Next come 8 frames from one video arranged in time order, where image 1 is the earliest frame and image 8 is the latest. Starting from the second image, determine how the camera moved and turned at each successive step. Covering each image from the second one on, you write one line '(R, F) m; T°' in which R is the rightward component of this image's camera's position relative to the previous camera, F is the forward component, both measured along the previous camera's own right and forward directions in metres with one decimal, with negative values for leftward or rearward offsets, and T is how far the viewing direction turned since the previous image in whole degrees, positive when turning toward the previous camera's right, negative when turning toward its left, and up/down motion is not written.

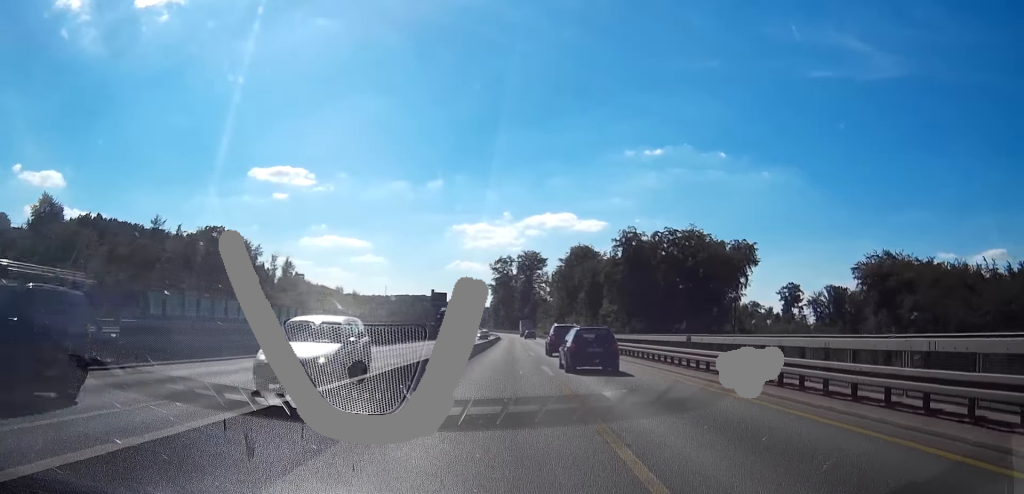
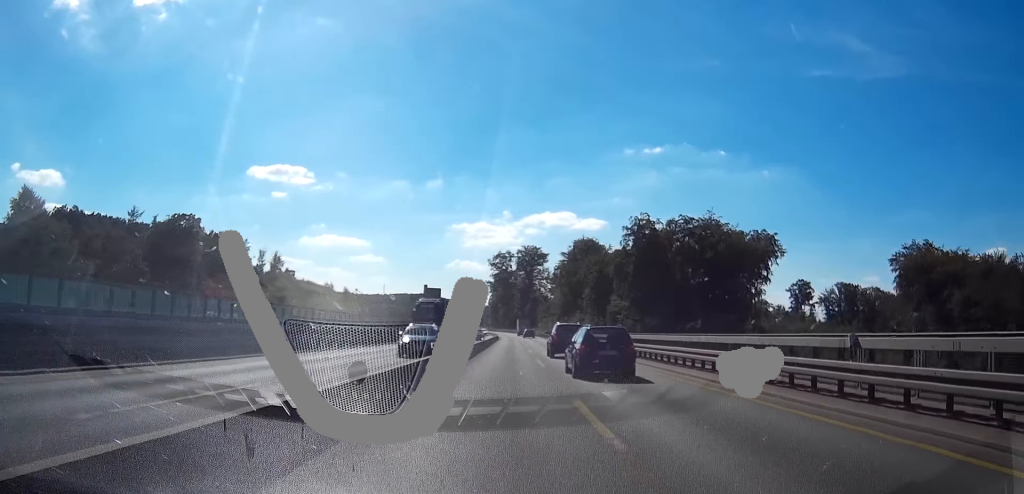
(+0.1, +12.6) m; 0°
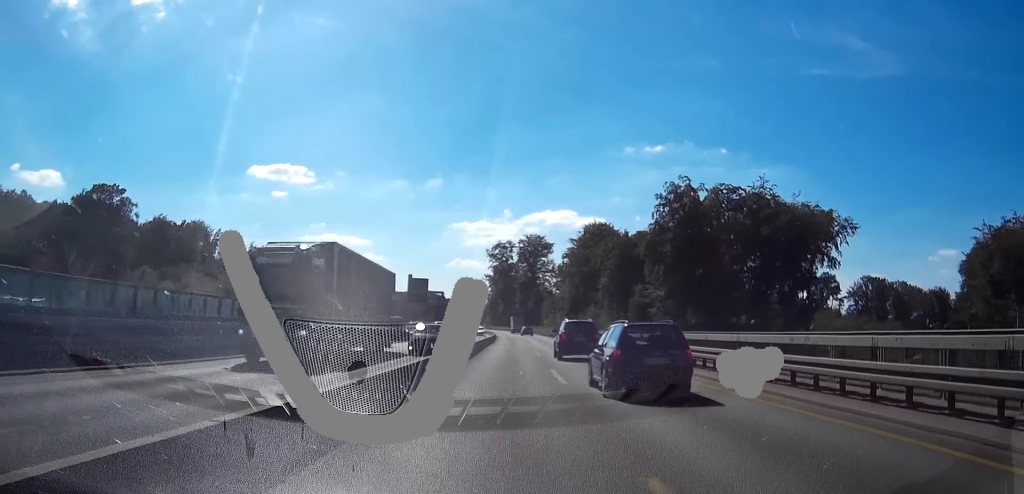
(0.0, +24.9) m; 0°
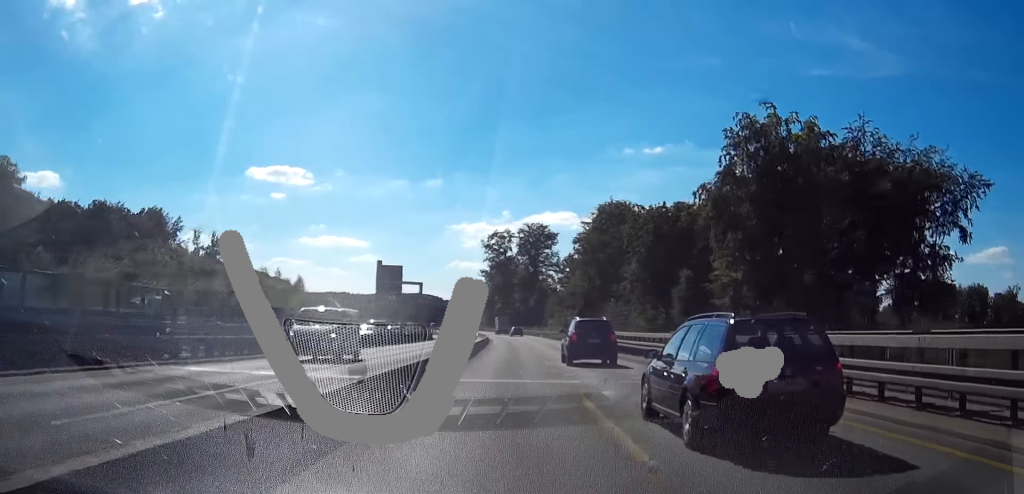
(-0.2, +29.0) m; -1°
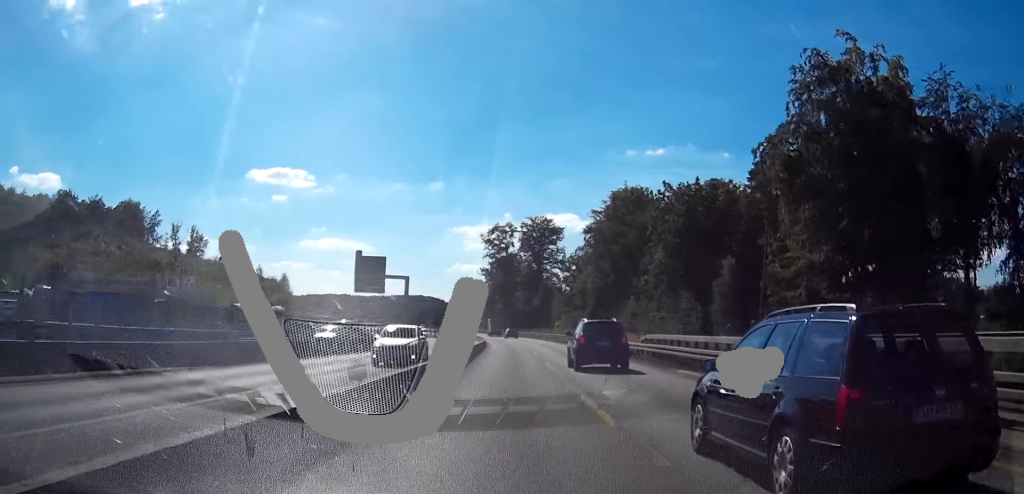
(0.0, +14.8) m; 0°
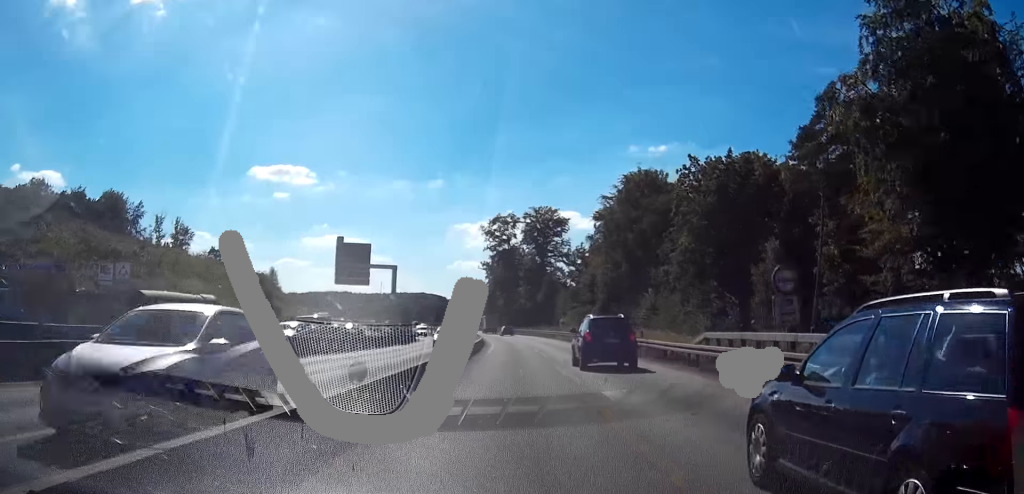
(0.0, +10.4) m; 0°
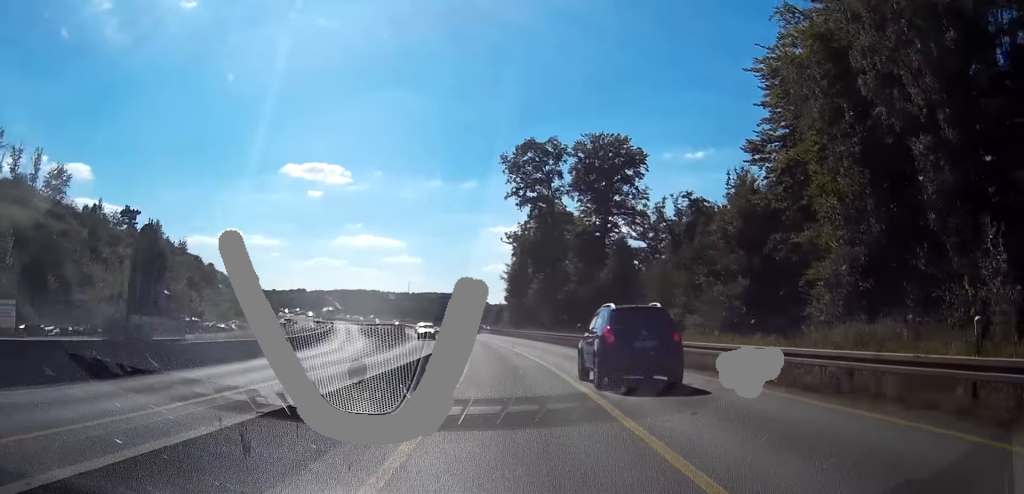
(-2.6, +69.9) m; -5°
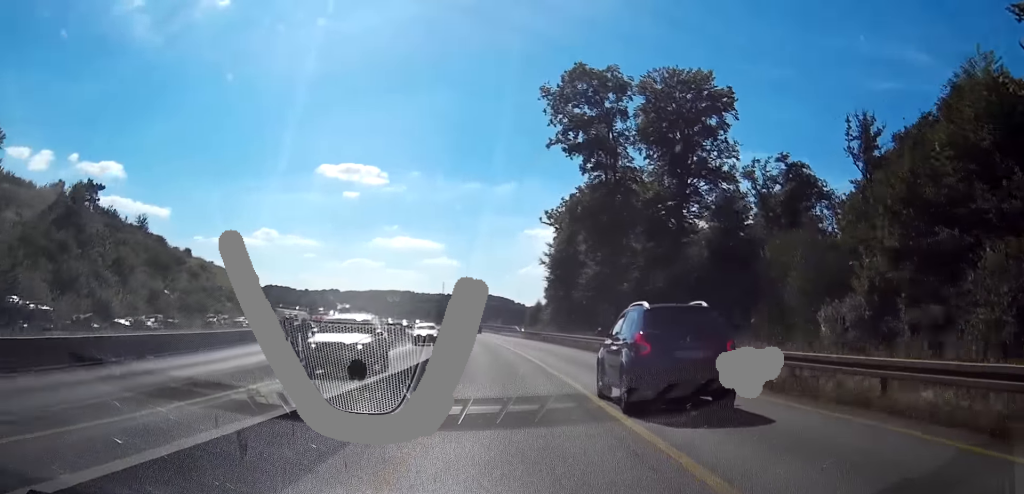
(-0.7, +29.9) m; -3°
